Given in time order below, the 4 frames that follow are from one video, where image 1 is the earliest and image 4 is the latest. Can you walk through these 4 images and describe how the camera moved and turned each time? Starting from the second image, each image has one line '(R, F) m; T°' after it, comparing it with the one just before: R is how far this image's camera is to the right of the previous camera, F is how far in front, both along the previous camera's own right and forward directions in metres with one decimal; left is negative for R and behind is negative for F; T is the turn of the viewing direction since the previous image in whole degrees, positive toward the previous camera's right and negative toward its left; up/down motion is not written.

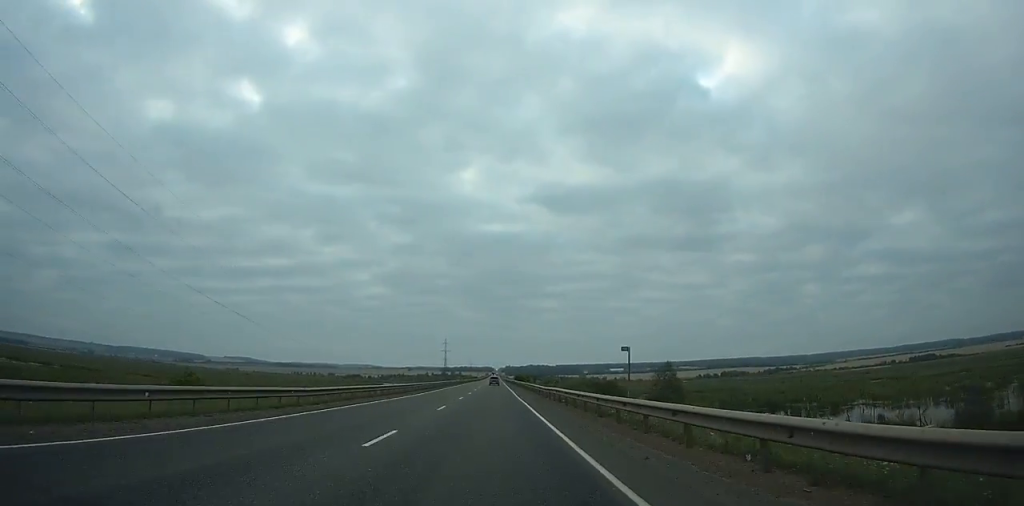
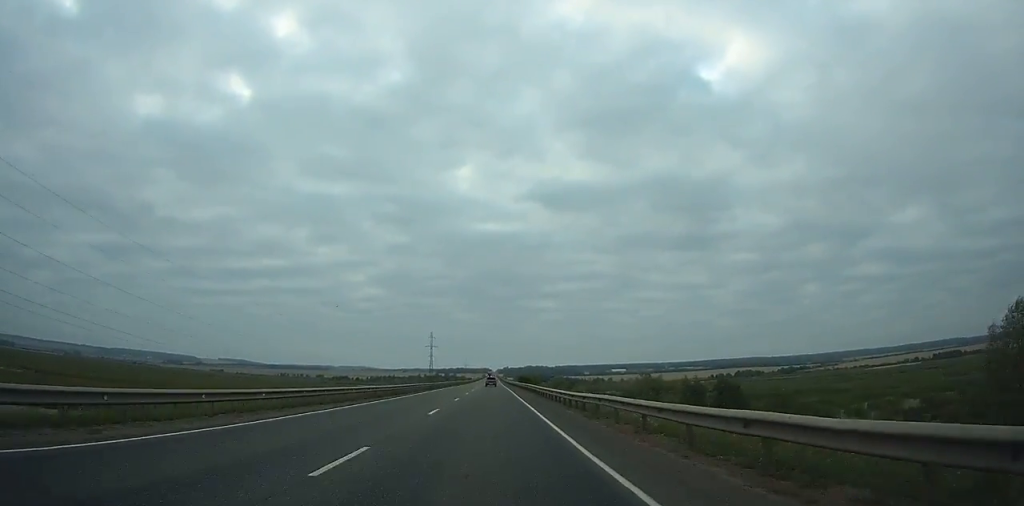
(+0.1, +87.2) m; 0°
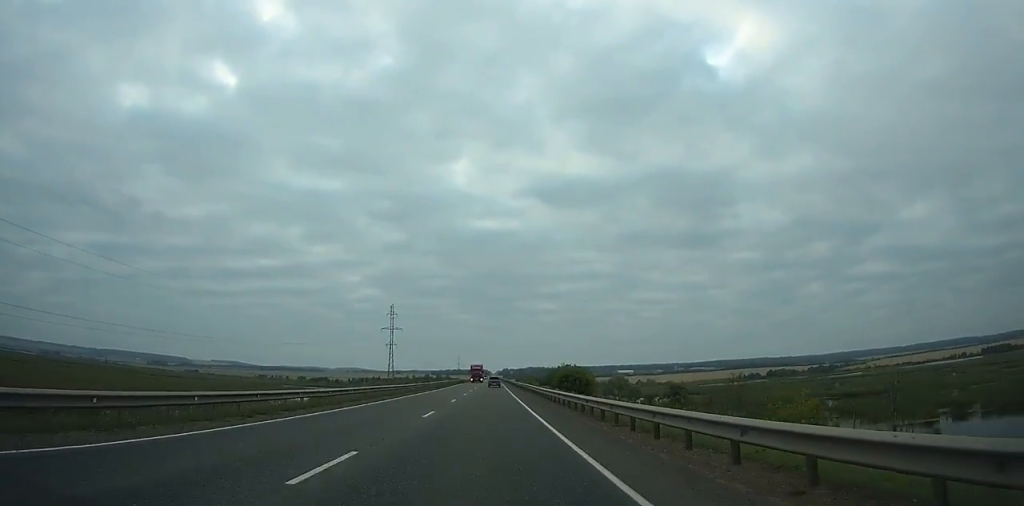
(+0.3, +145.6) m; 0°
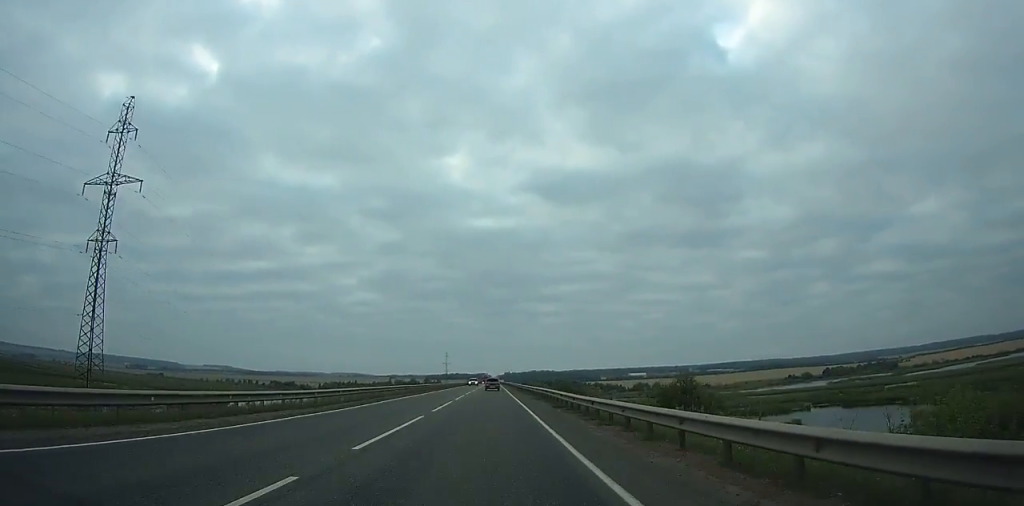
(-0.6, +181.7) m; 0°
